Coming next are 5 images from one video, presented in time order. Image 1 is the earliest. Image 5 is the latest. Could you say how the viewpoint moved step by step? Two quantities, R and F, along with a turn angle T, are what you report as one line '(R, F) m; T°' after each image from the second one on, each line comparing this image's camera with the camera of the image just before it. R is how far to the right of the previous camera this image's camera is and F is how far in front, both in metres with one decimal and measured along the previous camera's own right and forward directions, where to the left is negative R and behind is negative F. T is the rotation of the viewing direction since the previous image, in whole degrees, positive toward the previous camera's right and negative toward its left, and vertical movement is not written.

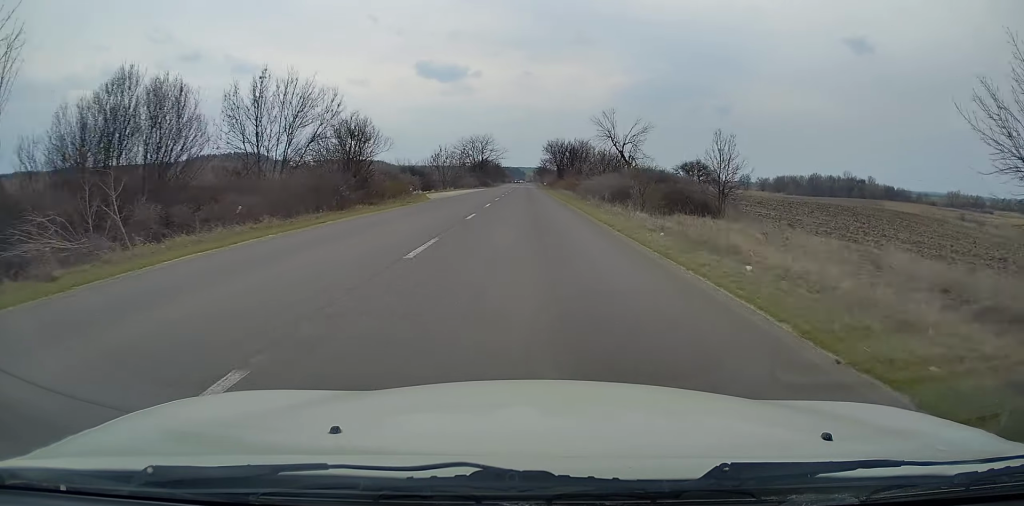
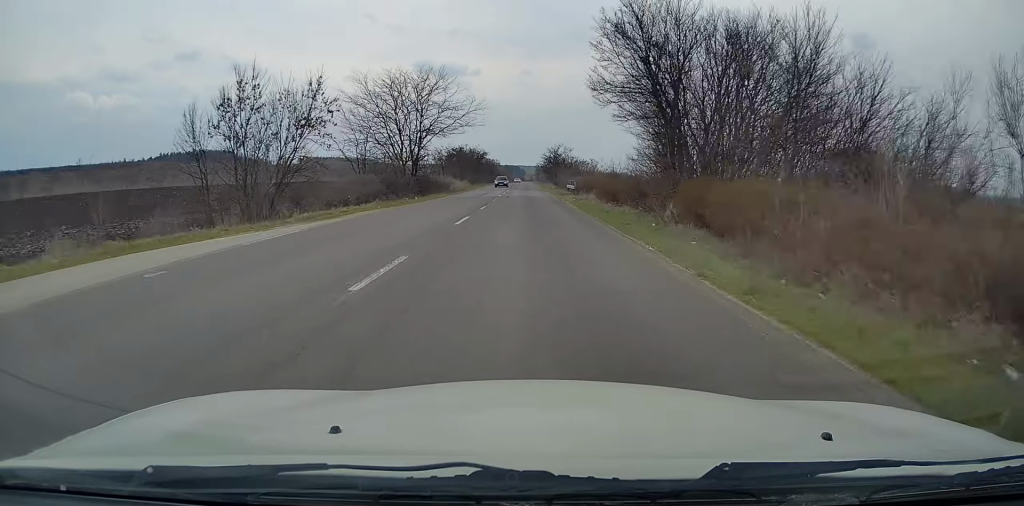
(-0.6, +78.2) m; 0°
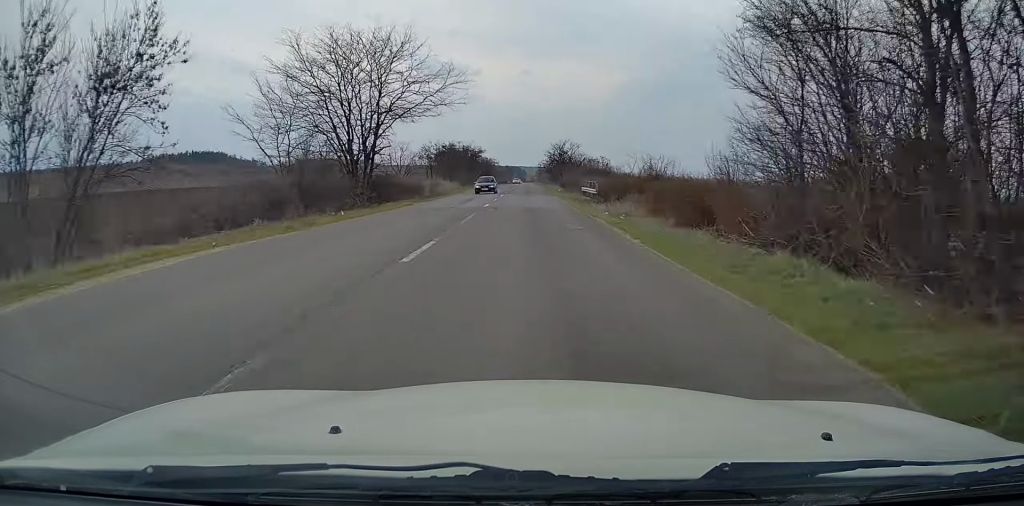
(+0.1, +16.3) m; 0°
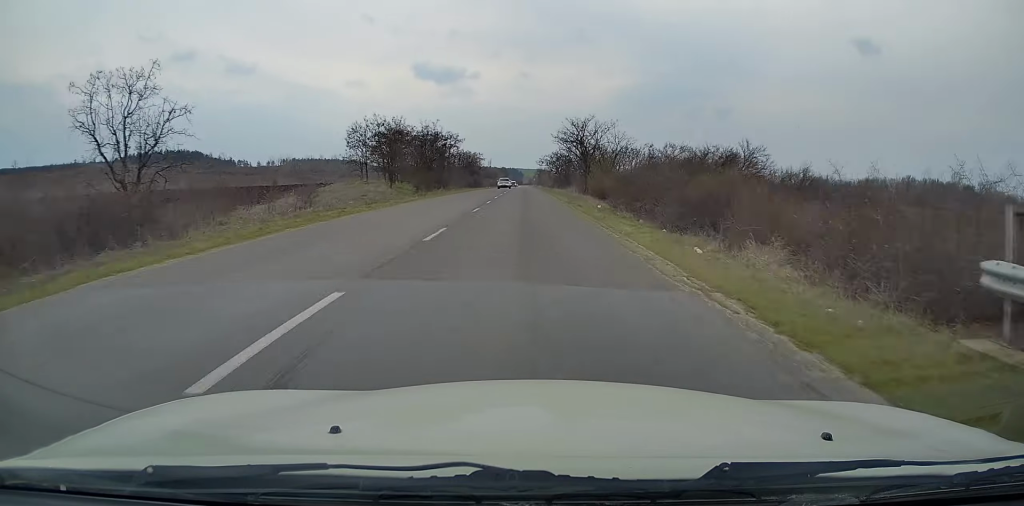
(-0.1, +42.3) m; 0°
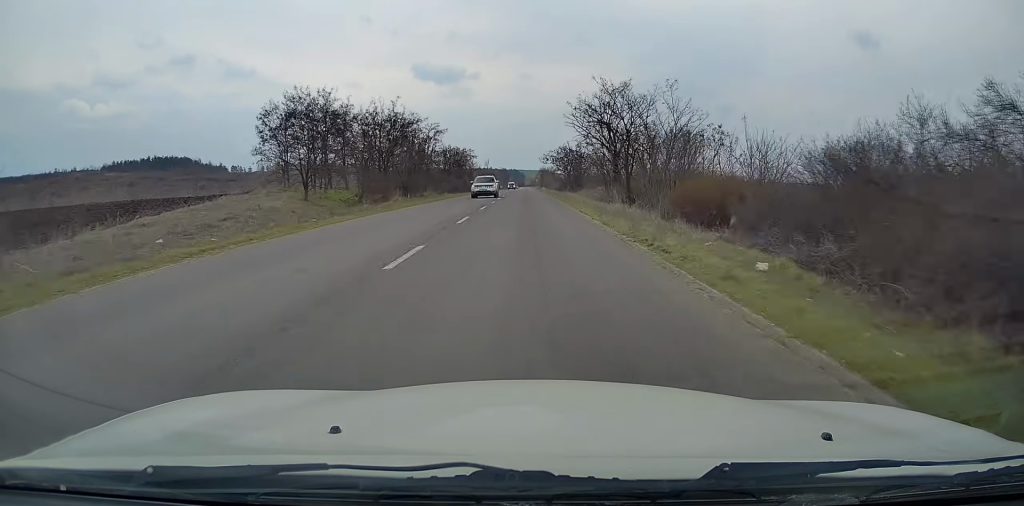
(0.0, +22.3) m; 0°
